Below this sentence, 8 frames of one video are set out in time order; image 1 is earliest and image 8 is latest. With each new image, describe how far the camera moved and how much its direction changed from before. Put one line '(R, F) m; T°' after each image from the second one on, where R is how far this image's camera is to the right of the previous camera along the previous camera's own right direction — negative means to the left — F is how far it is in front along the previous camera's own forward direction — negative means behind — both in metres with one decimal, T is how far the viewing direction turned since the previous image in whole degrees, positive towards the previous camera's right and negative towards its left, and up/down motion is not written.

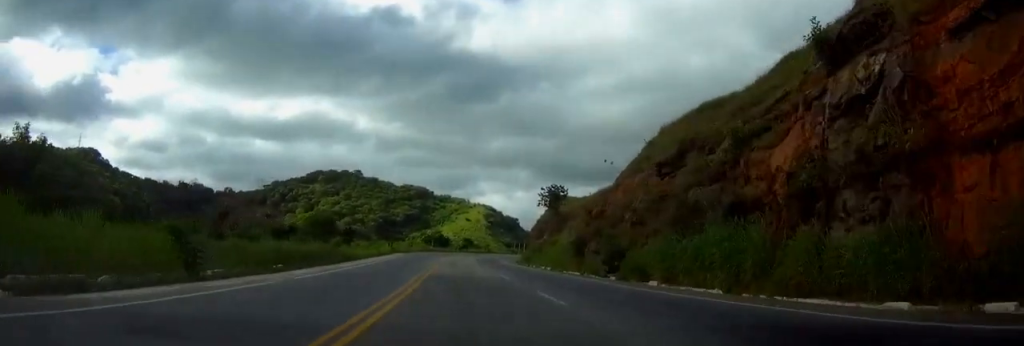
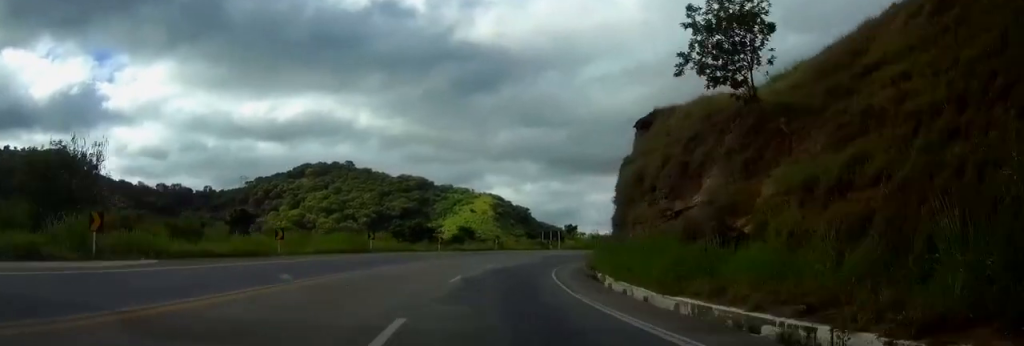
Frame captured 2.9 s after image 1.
(-0.5, +64.3) m; +1°
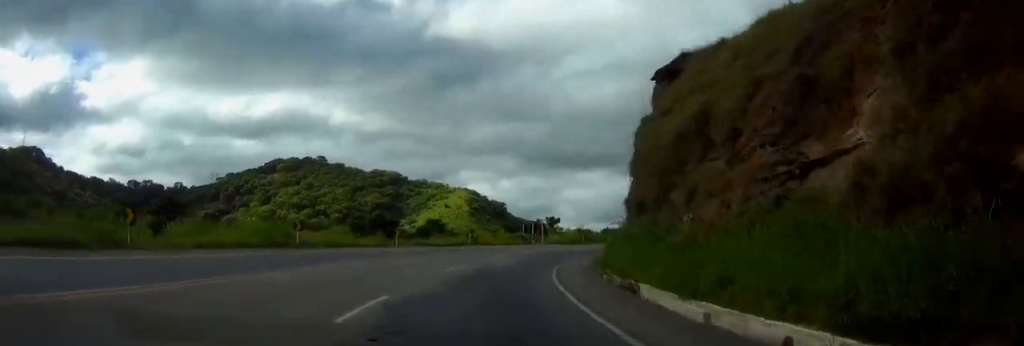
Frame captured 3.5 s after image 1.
(0.0, +13.1) m; +2°
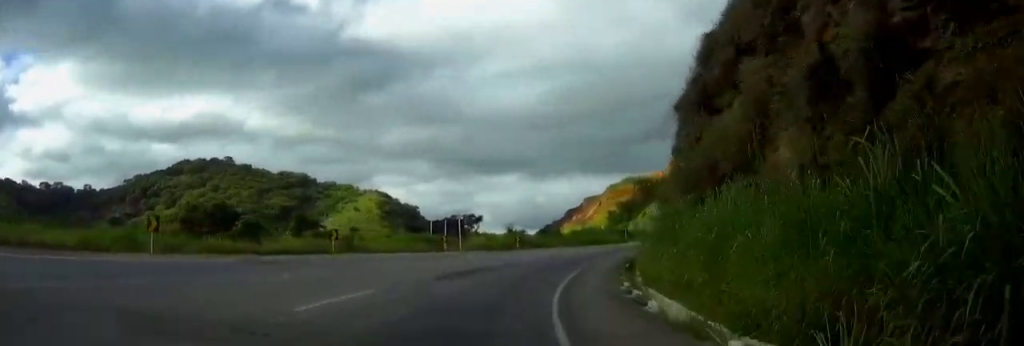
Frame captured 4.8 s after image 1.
(+1.9, +28.3) m; +8°
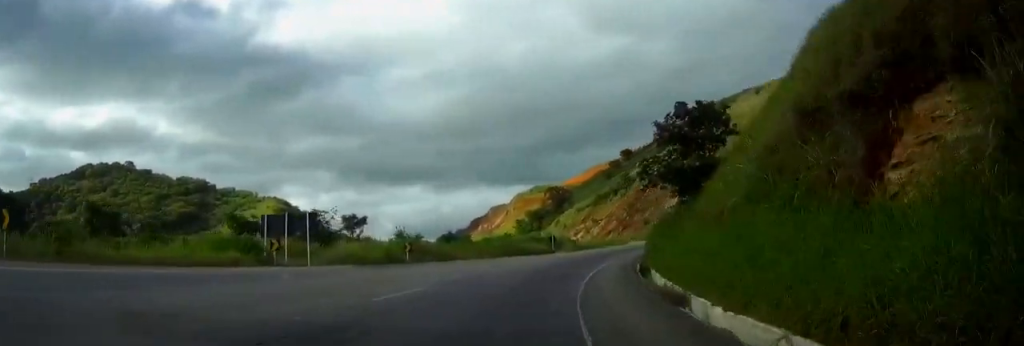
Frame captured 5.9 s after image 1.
(+1.5, +22.2) m; +8°
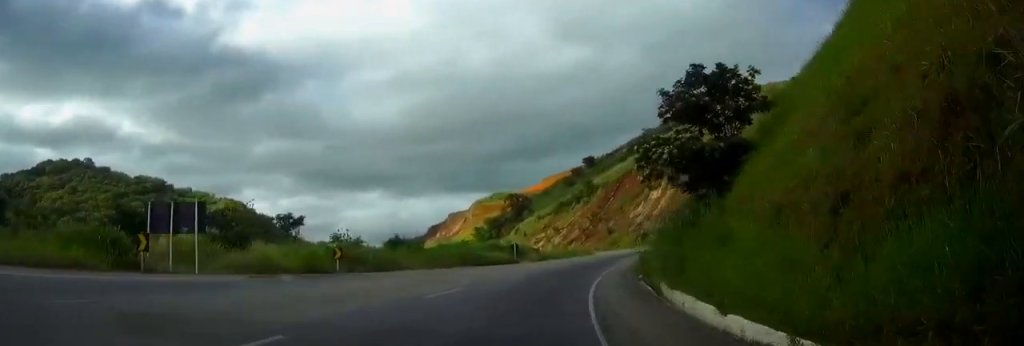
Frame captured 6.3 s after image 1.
(+0.3, +9.0) m; +4°
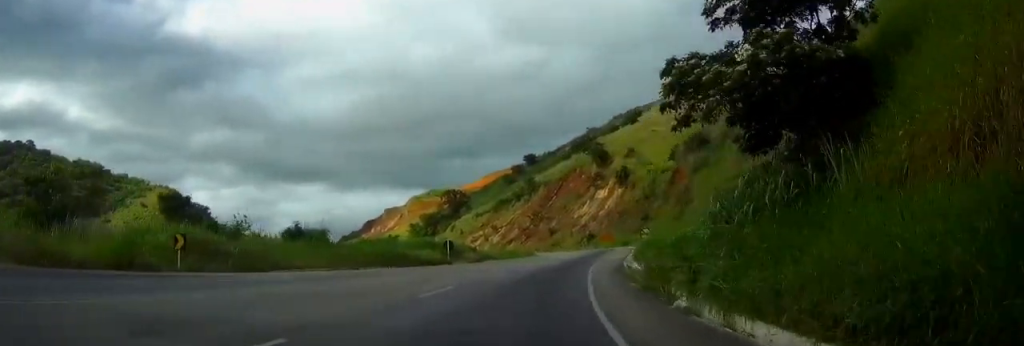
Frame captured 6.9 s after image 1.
(+0.6, +12.5) m; +4°
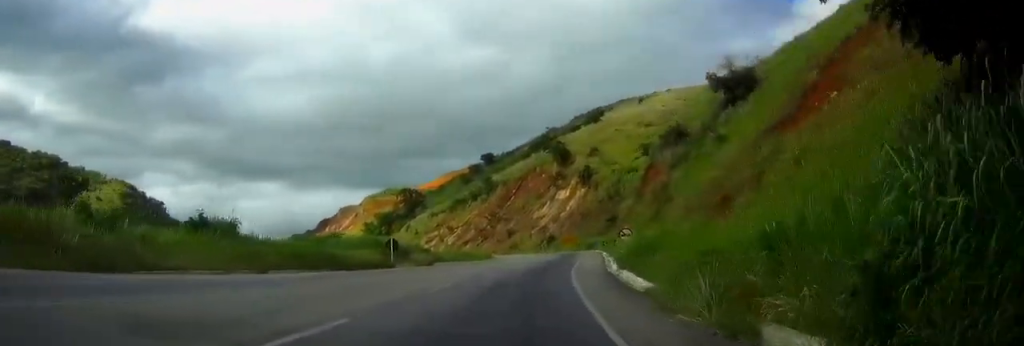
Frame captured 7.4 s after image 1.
(+0.3, +9.1) m; +3°
